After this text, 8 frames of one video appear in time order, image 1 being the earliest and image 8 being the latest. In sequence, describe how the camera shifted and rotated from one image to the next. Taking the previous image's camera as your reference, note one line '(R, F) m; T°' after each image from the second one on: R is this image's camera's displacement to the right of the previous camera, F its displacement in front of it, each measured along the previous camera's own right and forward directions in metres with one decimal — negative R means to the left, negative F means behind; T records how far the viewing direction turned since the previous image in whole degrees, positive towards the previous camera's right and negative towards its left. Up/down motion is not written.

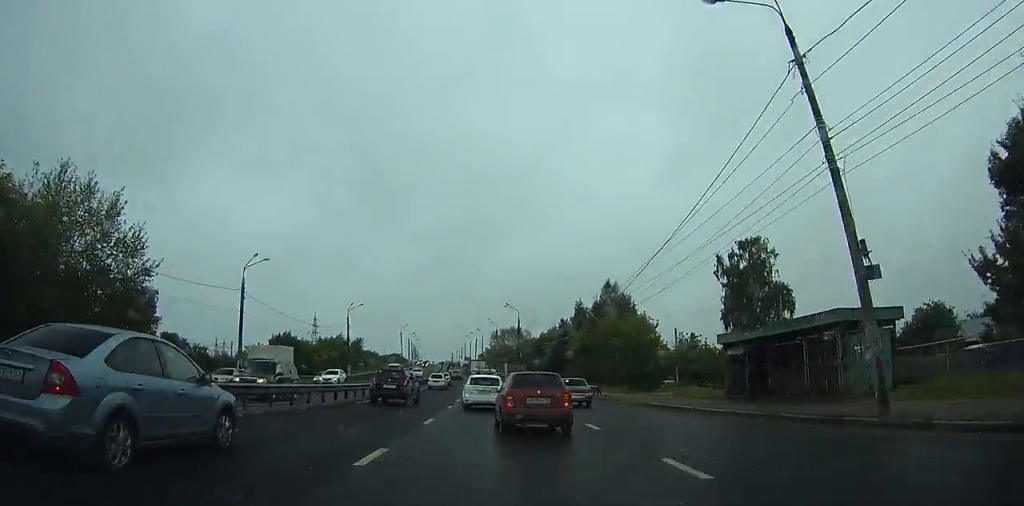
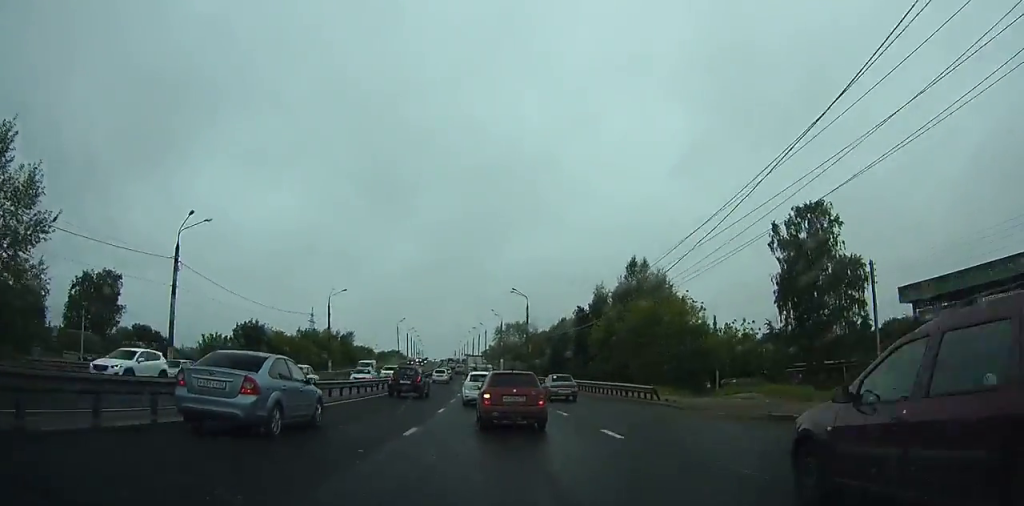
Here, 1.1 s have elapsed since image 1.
(-0.4, +13.1) m; +1°
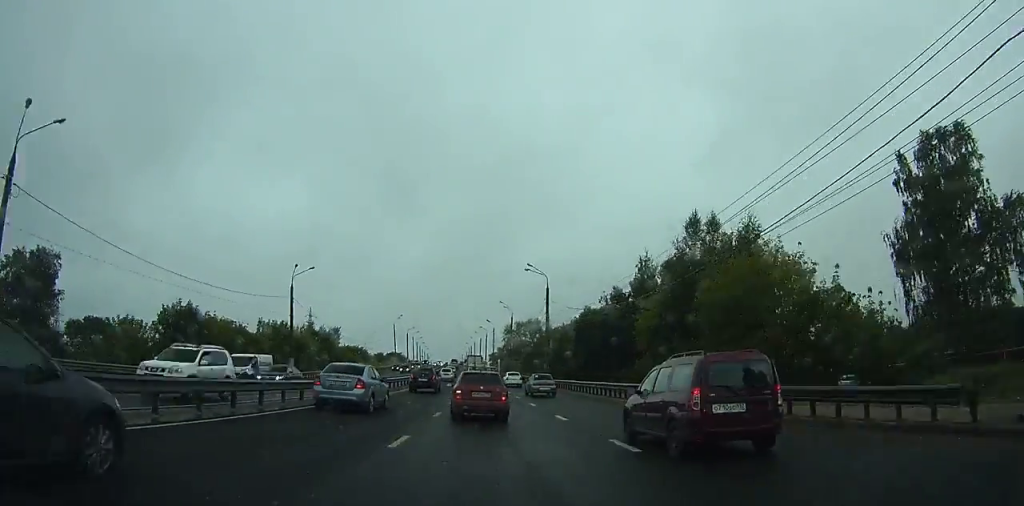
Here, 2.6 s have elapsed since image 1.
(-0.8, +19.8) m; +6°
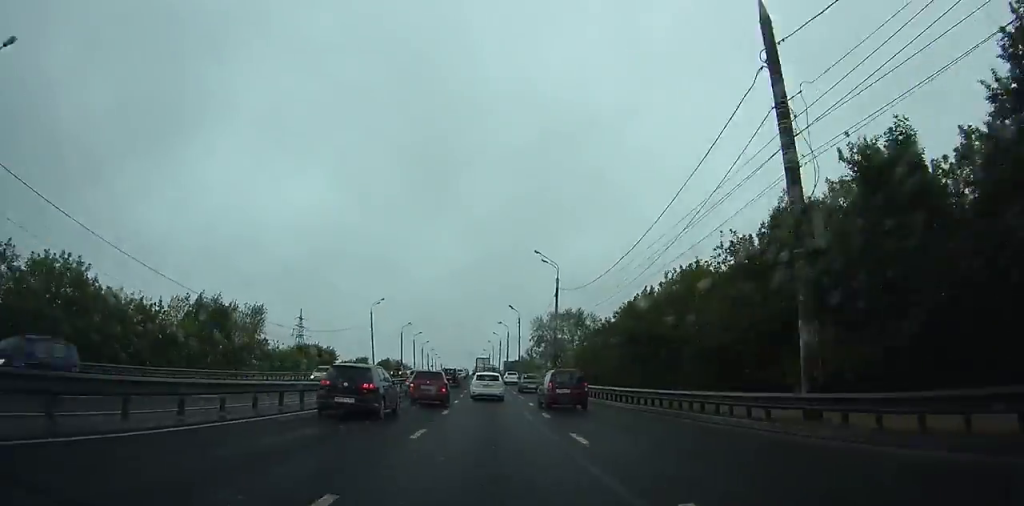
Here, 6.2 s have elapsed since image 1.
(+3.4, +50.5) m; -1°
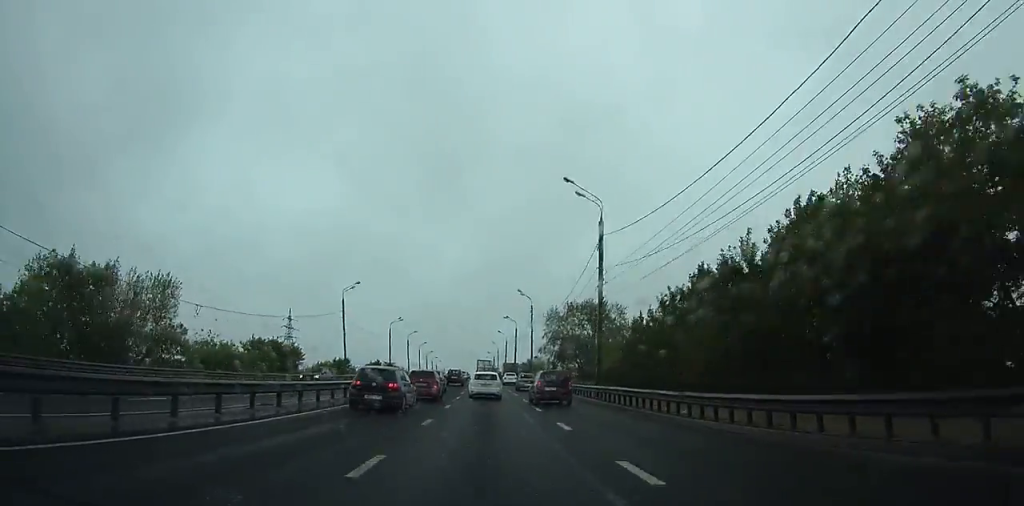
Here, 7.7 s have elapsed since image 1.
(-0.5, +21.5) m; -2°
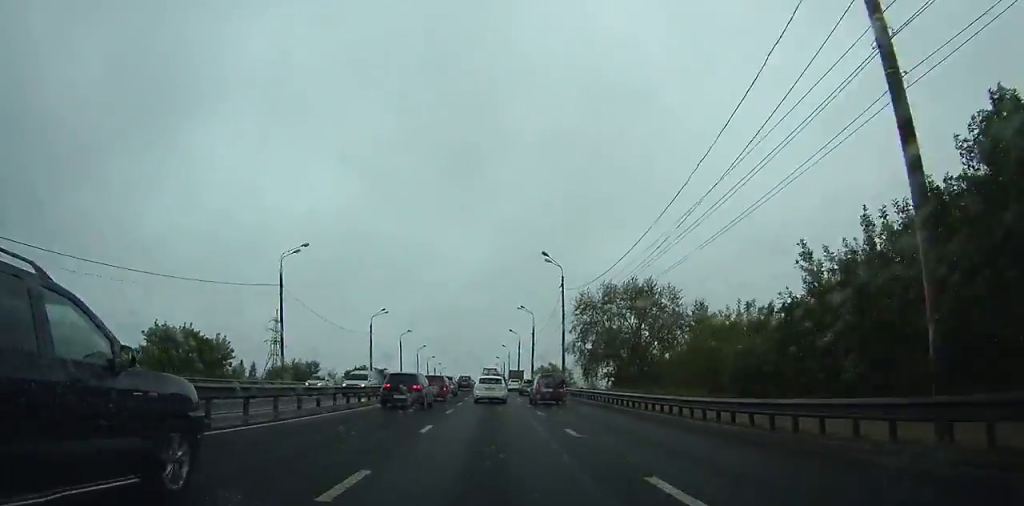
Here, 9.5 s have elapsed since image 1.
(-0.3, +24.9) m; -1°
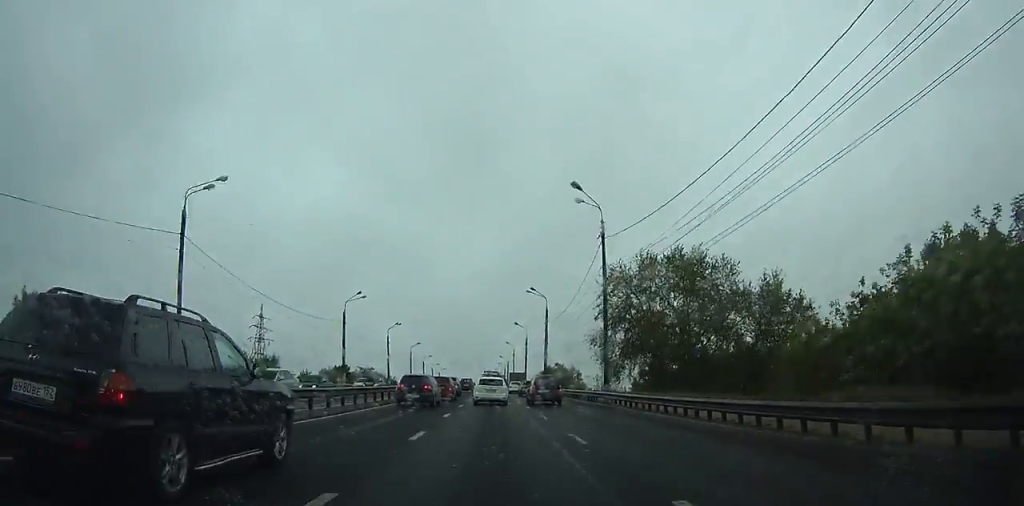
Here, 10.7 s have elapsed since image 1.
(-0.1, +16.4) m; 0°
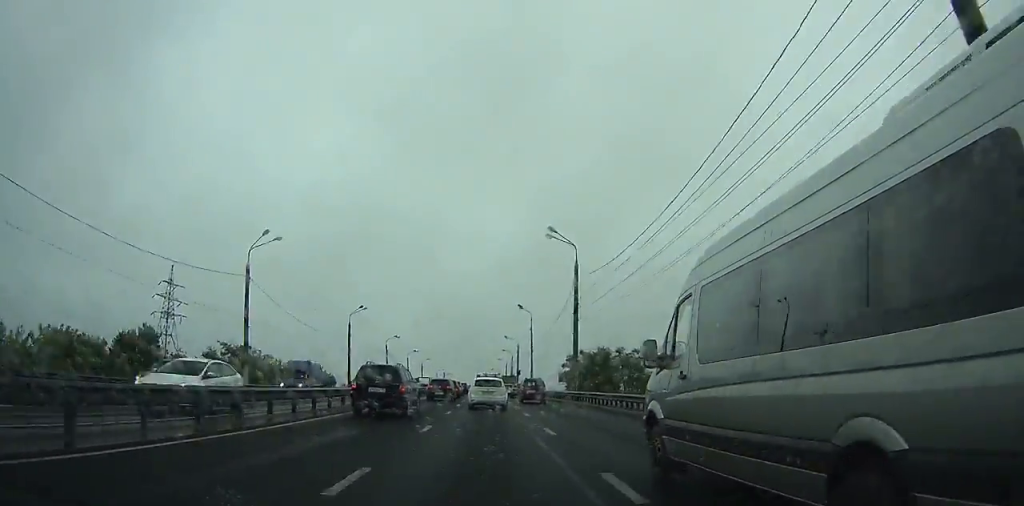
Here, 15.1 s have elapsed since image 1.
(-0.1, +60.3) m; 0°
